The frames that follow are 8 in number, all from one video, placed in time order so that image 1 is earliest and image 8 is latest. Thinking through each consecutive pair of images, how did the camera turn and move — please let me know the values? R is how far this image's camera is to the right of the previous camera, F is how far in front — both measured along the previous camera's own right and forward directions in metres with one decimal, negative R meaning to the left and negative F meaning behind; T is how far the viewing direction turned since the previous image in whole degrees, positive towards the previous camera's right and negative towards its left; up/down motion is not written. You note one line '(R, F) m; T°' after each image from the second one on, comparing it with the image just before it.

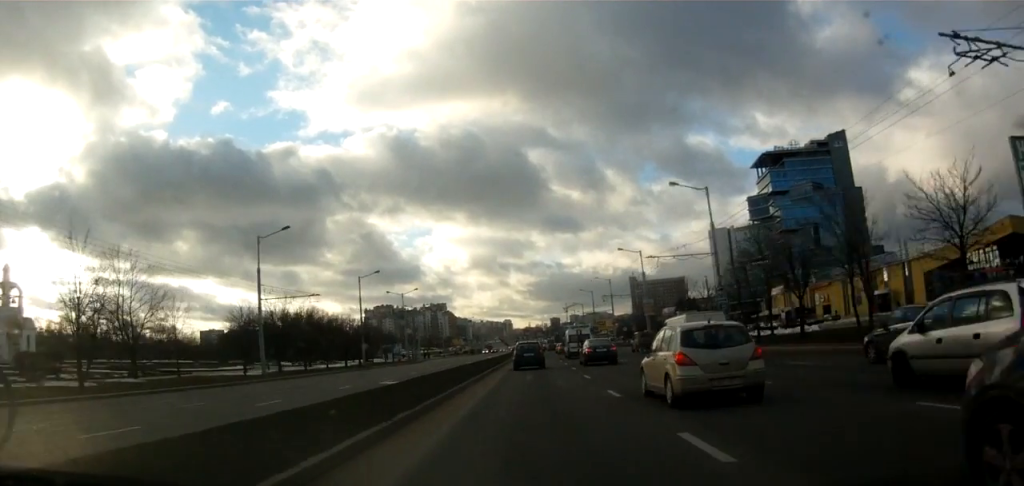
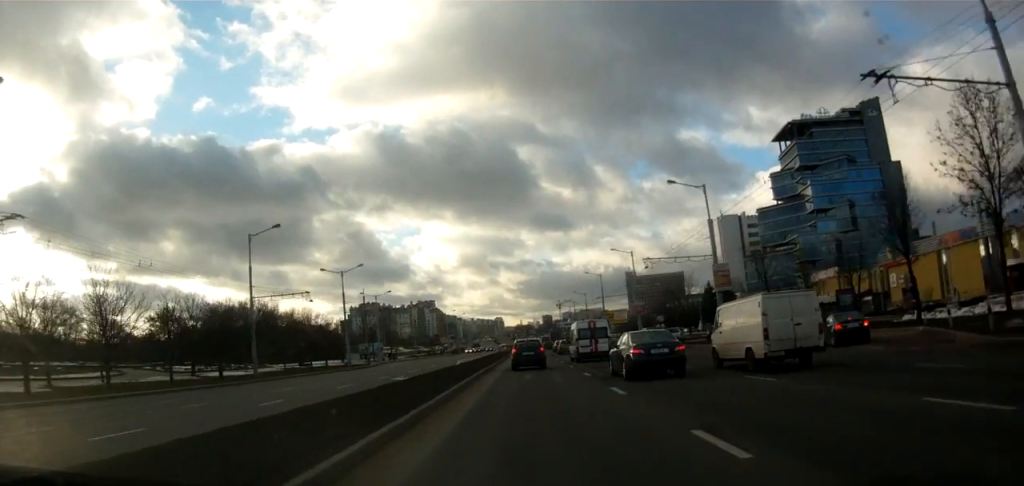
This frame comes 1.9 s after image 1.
(+1.1, +31.5) m; +2°
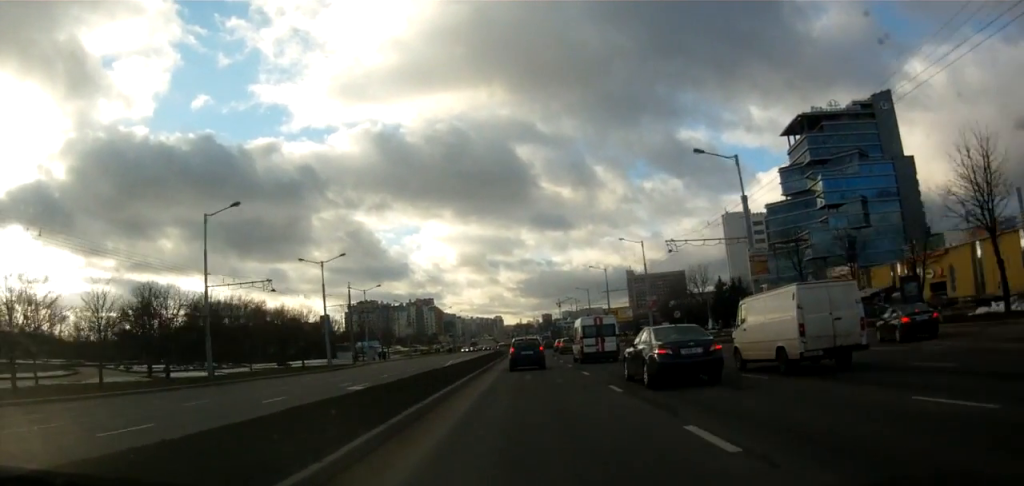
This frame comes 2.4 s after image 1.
(-0.3, +7.7) m; 0°
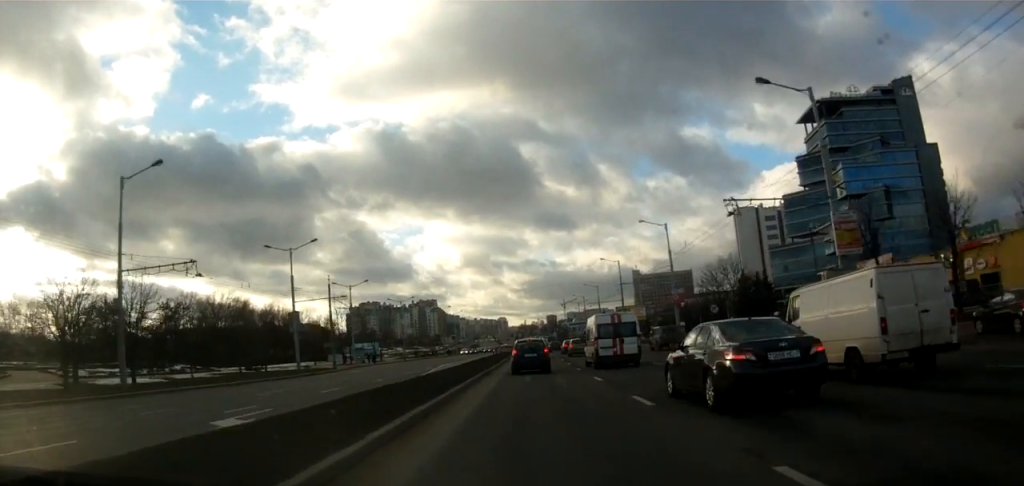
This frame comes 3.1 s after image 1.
(-0.2, +10.7) m; 0°
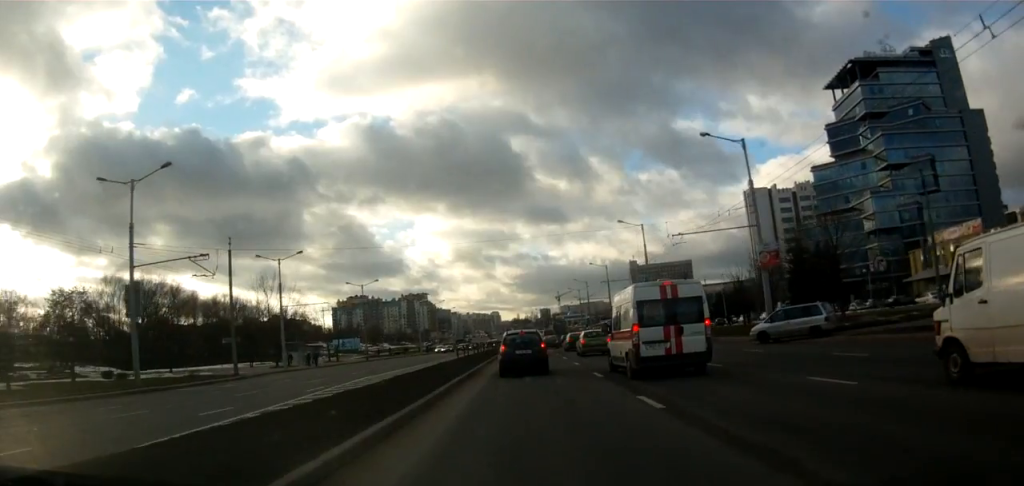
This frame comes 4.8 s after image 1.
(-0.1, +24.5) m; -1°
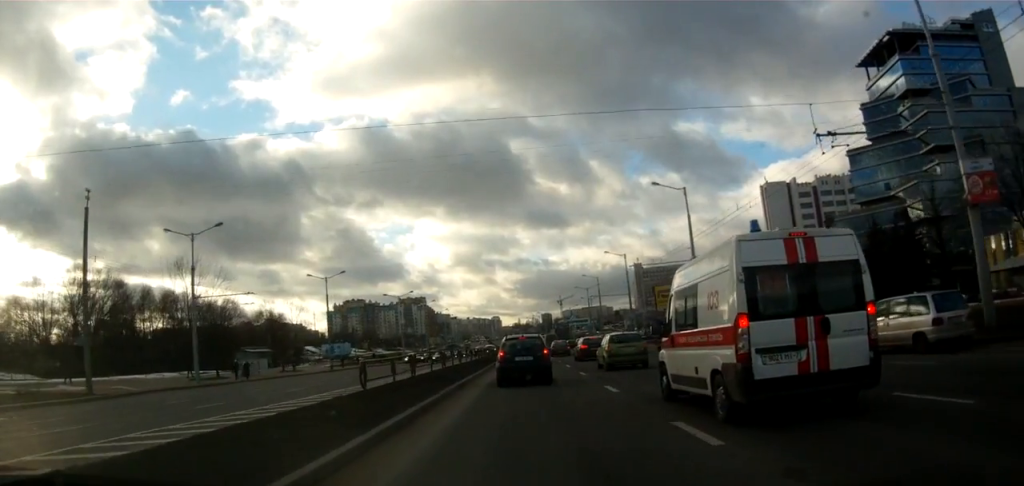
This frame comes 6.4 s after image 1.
(+0.4, +20.1) m; +1°
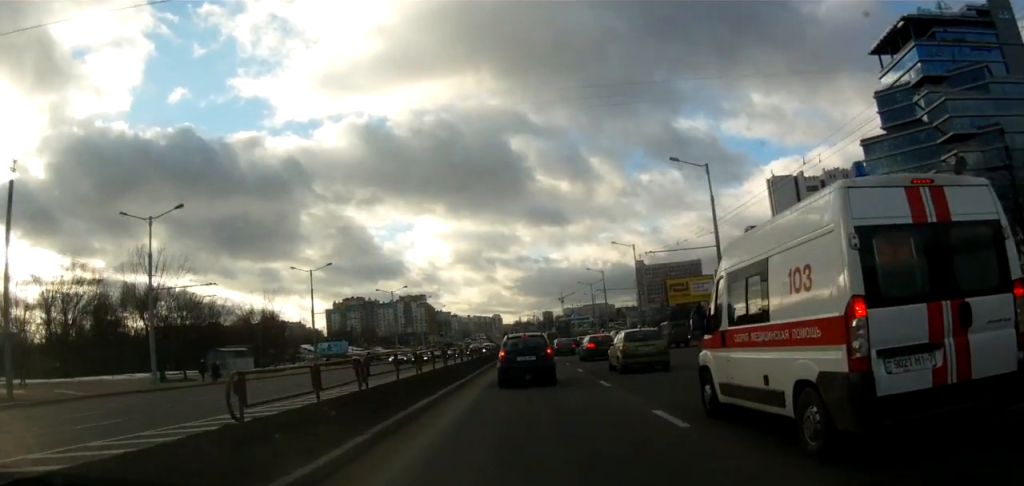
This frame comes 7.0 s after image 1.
(0.0, +6.6) m; 0°
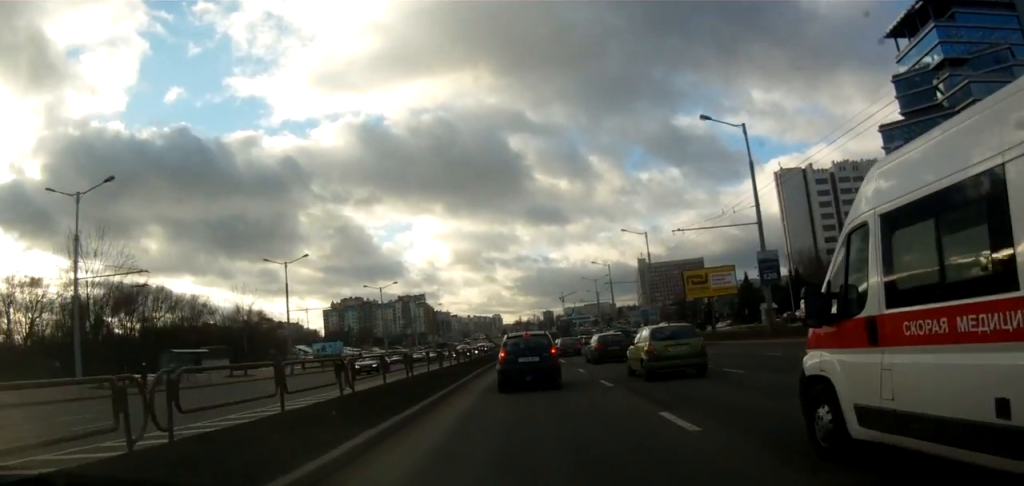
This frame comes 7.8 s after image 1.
(0.0, +8.4) m; -1°
